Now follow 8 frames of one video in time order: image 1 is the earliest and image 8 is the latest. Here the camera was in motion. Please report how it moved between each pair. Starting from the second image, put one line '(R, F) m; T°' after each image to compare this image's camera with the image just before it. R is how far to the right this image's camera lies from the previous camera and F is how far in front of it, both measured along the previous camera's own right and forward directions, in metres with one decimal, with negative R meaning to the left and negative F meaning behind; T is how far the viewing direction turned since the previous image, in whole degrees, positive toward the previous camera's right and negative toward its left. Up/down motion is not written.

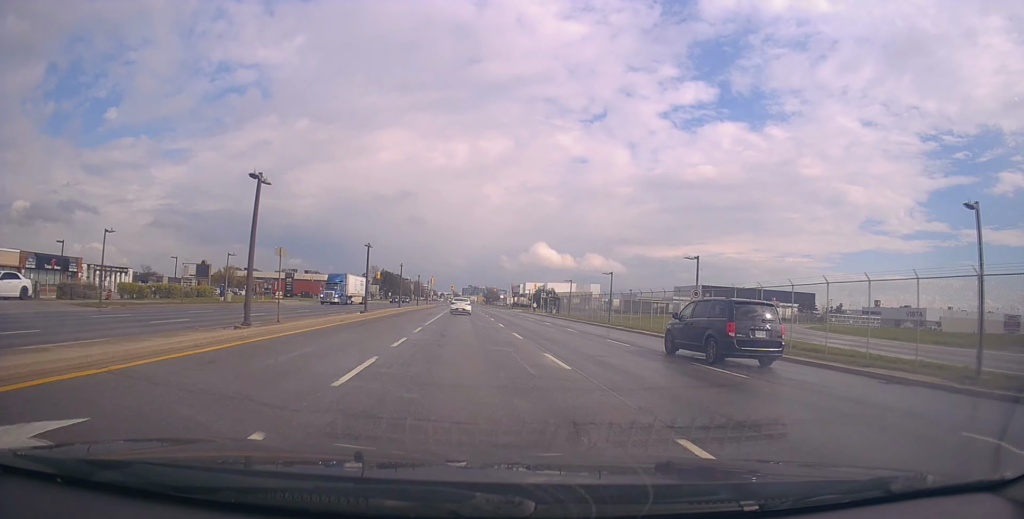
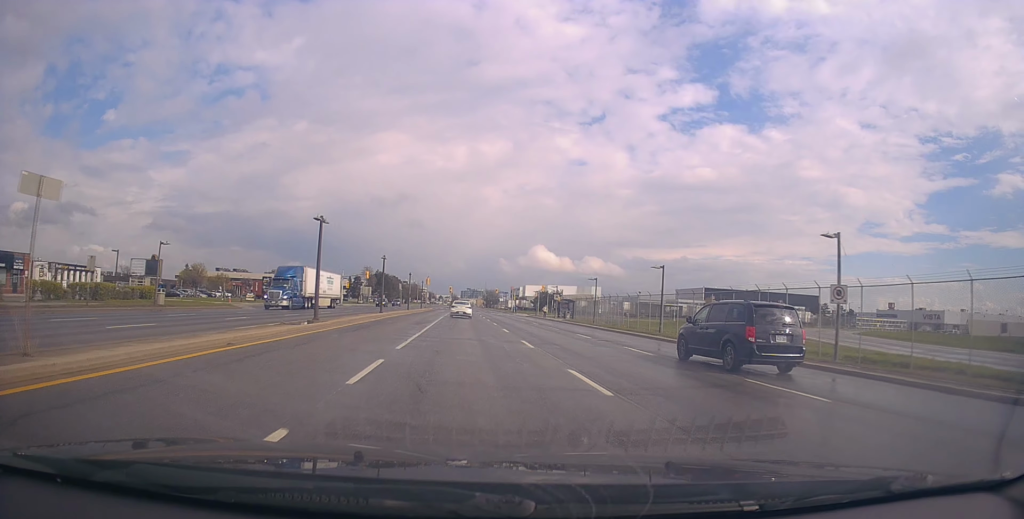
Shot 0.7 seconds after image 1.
(-0.1, +11.7) m; 0°
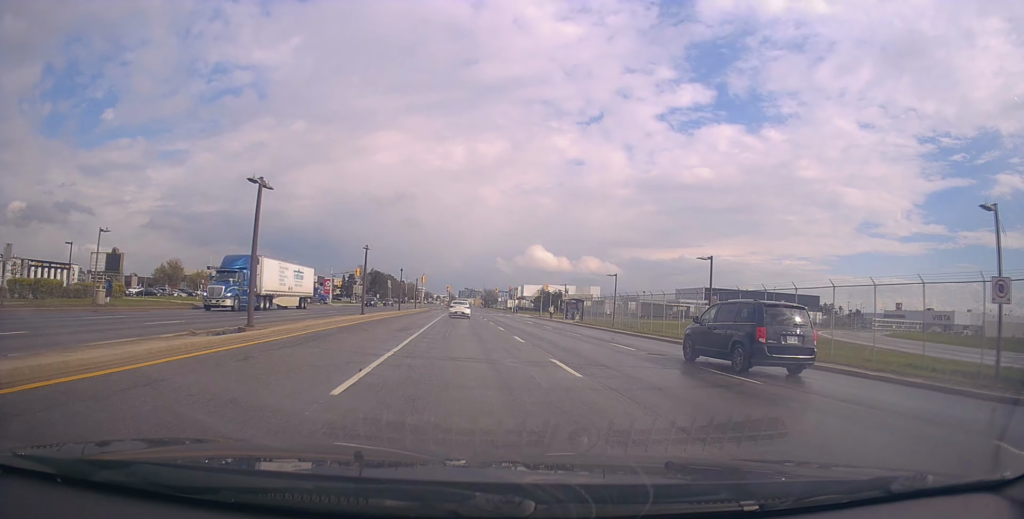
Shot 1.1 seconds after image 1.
(0.0, +7.0) m; 0°
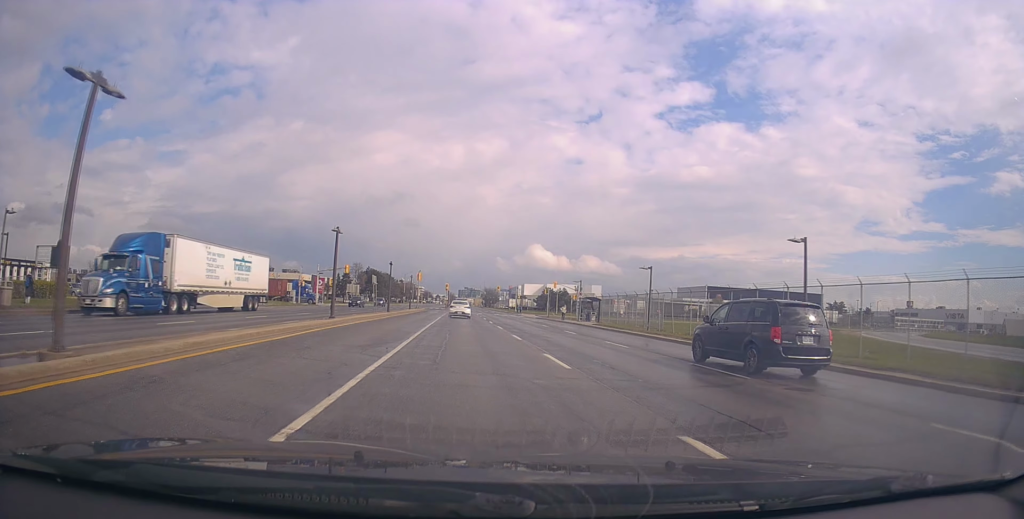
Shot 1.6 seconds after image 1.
(0.0, +8.4) m; 0°
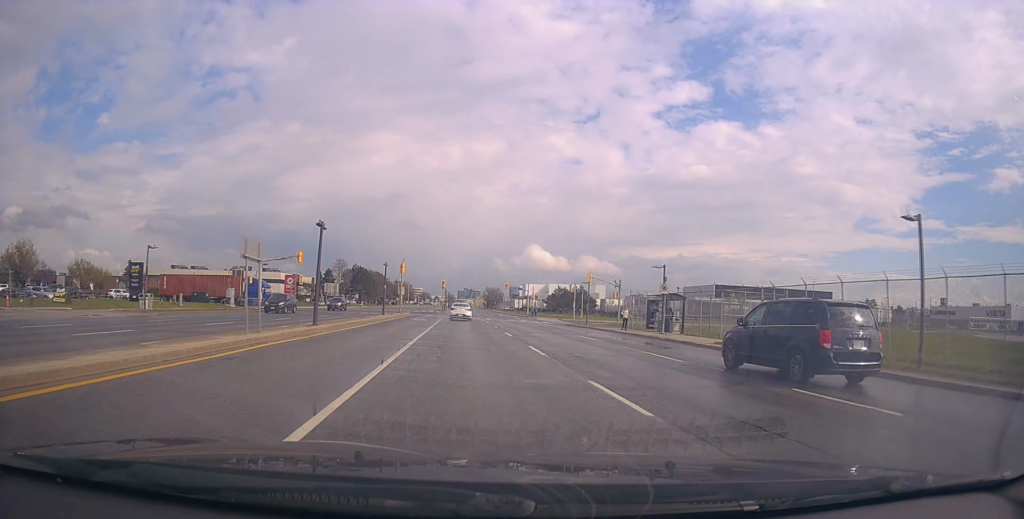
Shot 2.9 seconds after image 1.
(0.0, +23.1) m; -1°
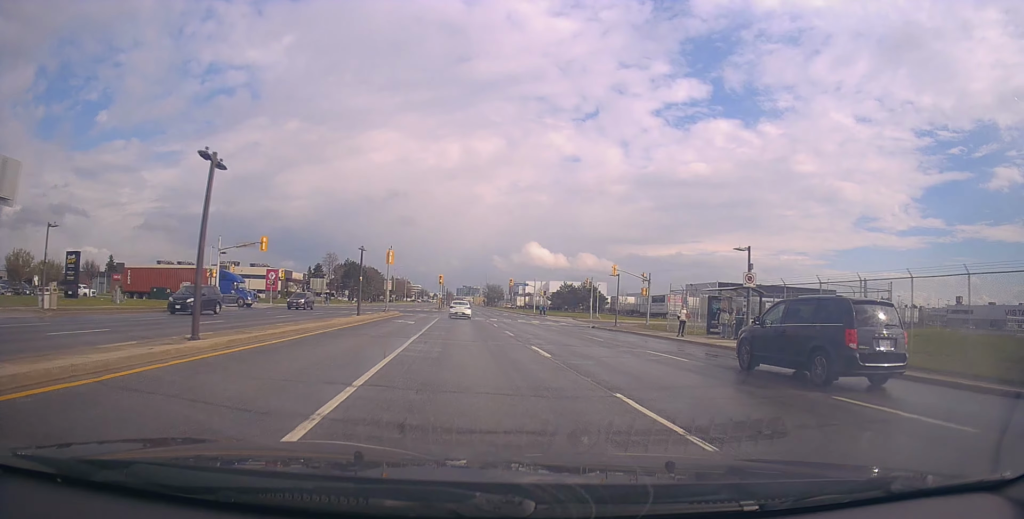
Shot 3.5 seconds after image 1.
(-0.2, +10.4) m; 0°
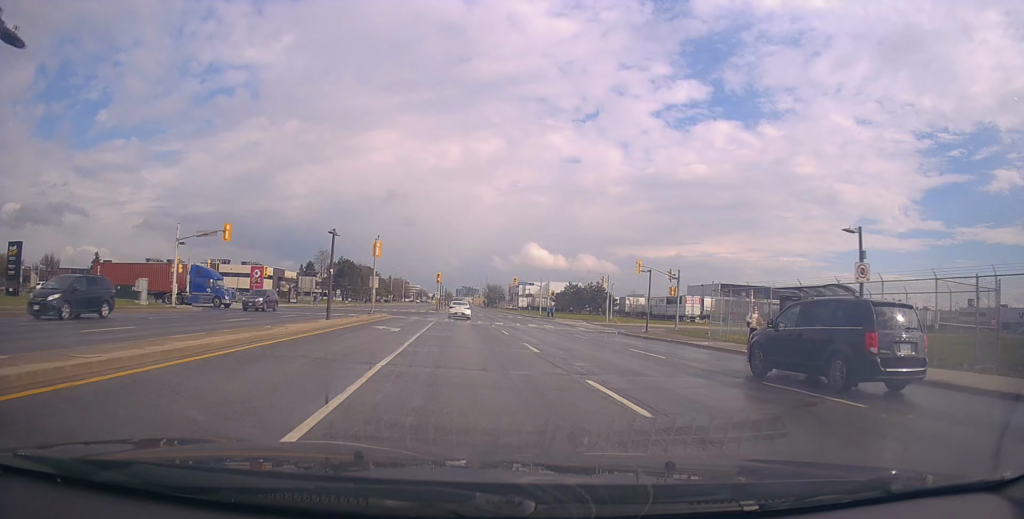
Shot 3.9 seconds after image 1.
(-0.2, +7.2) m; 0°
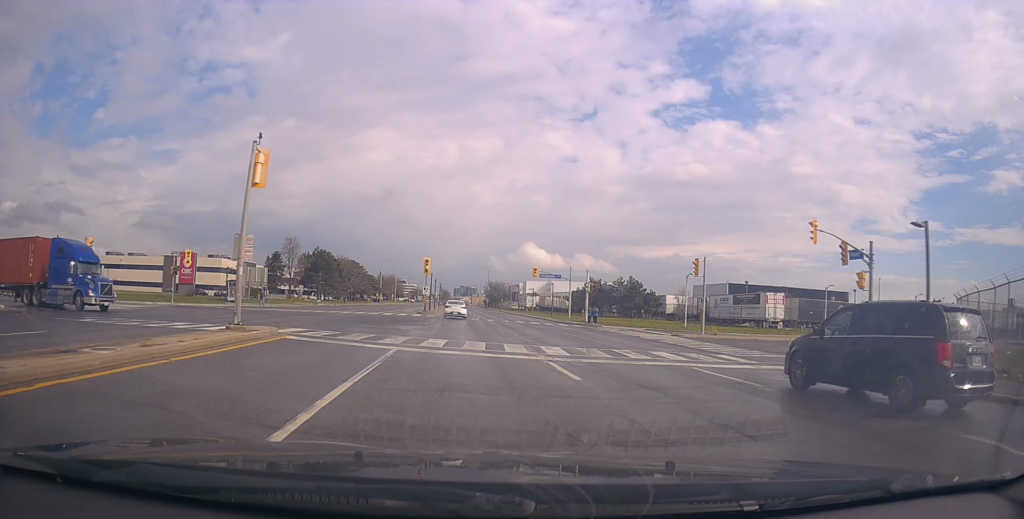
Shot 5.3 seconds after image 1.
(+0.6, +24.5) m; +1°
